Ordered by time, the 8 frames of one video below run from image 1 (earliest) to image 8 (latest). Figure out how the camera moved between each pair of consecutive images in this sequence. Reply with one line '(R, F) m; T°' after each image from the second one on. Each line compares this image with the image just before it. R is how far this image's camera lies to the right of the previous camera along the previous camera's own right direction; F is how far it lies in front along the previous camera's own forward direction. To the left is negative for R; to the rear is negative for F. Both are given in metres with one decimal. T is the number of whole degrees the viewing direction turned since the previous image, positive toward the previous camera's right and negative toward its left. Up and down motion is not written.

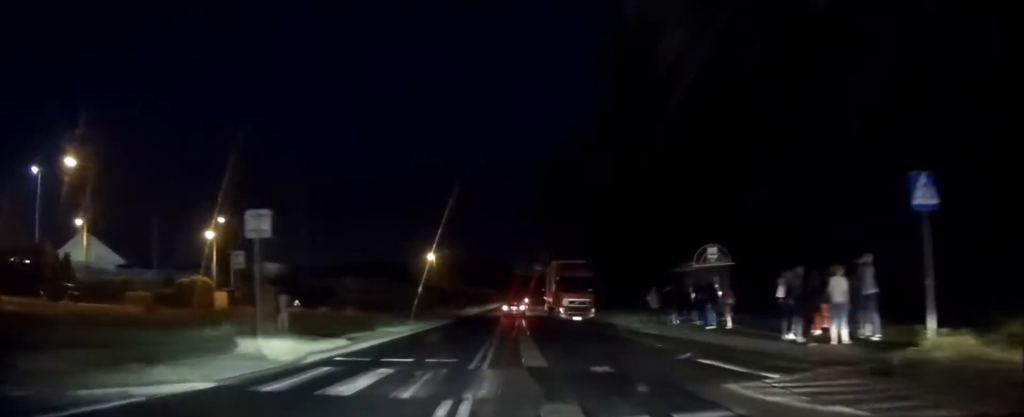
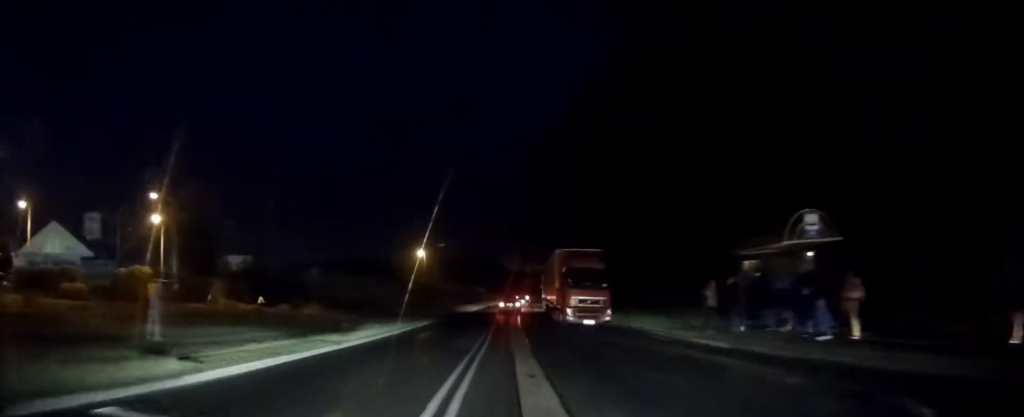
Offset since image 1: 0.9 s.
(+0.1, +8.9) m; 0°
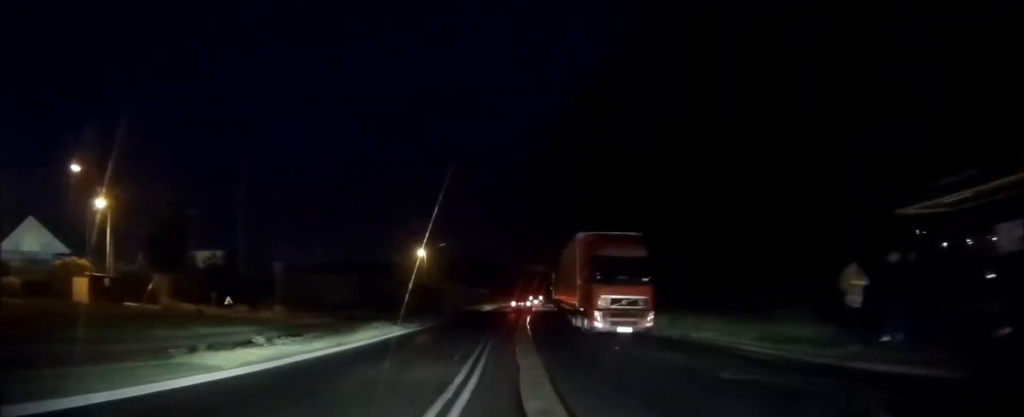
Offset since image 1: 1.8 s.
(0.0, +8.5) m; 0°
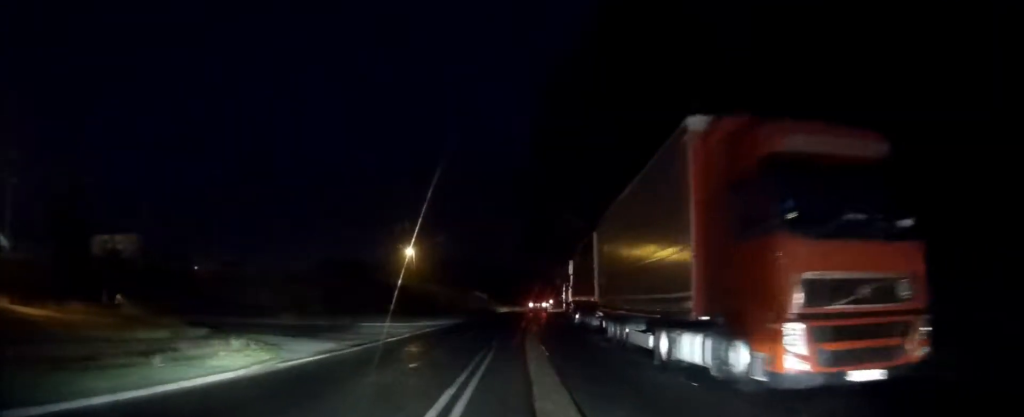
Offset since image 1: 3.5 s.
(+0.1, +17.6) m; +1°
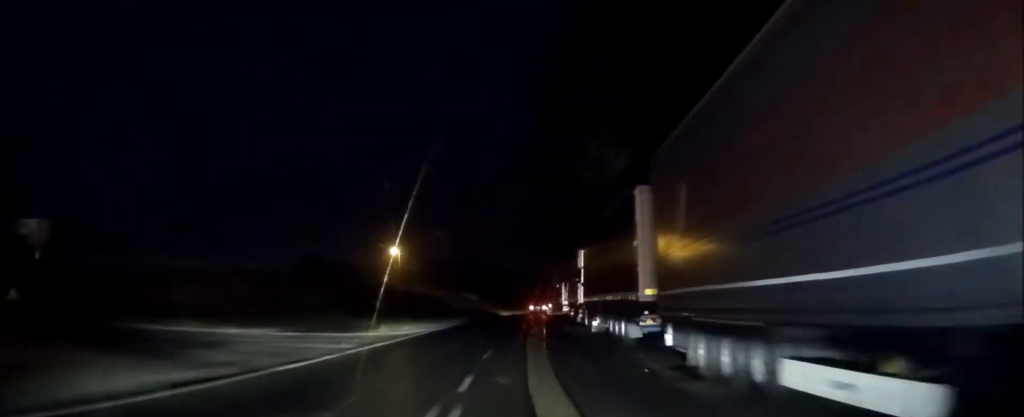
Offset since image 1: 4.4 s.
(+0.1, +10.5) m; 0°
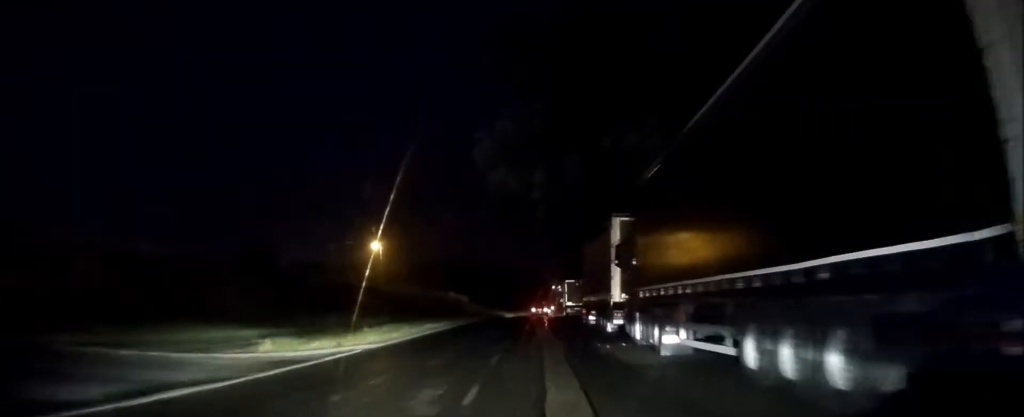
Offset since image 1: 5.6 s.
(-0.1, +13.5) m; +1°
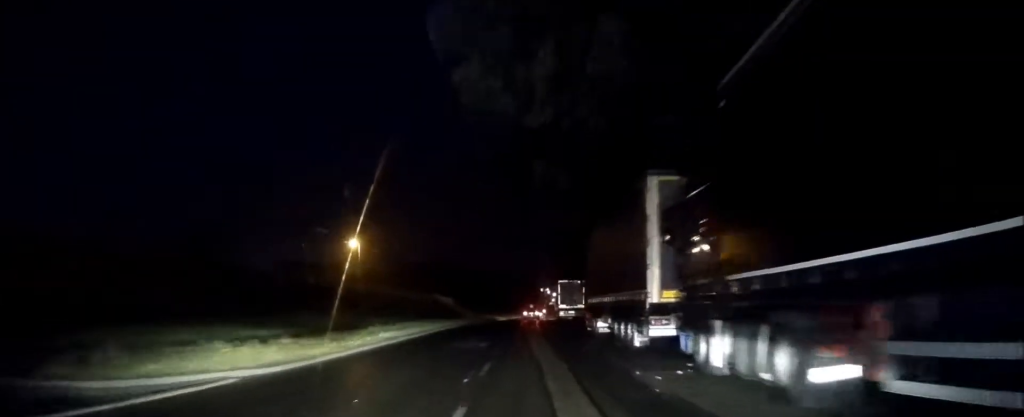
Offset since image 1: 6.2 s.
(0.0, +7.9) m; +1°
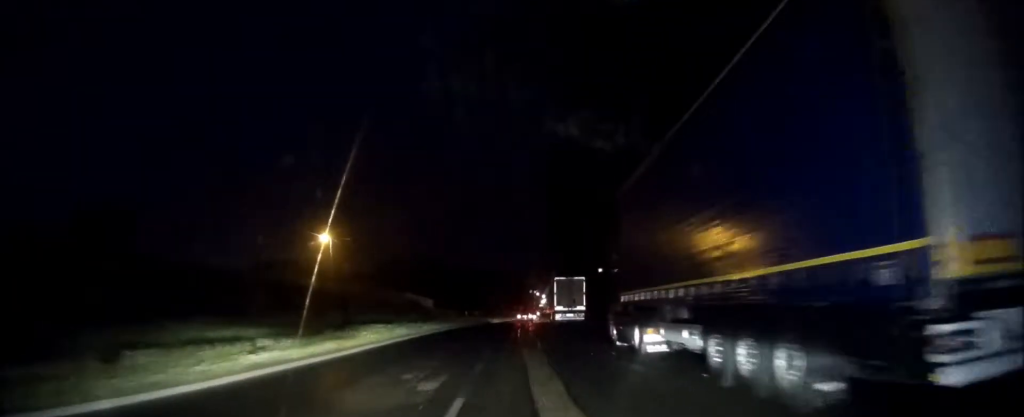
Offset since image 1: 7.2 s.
(+0.2, +11.2) m; +1°
